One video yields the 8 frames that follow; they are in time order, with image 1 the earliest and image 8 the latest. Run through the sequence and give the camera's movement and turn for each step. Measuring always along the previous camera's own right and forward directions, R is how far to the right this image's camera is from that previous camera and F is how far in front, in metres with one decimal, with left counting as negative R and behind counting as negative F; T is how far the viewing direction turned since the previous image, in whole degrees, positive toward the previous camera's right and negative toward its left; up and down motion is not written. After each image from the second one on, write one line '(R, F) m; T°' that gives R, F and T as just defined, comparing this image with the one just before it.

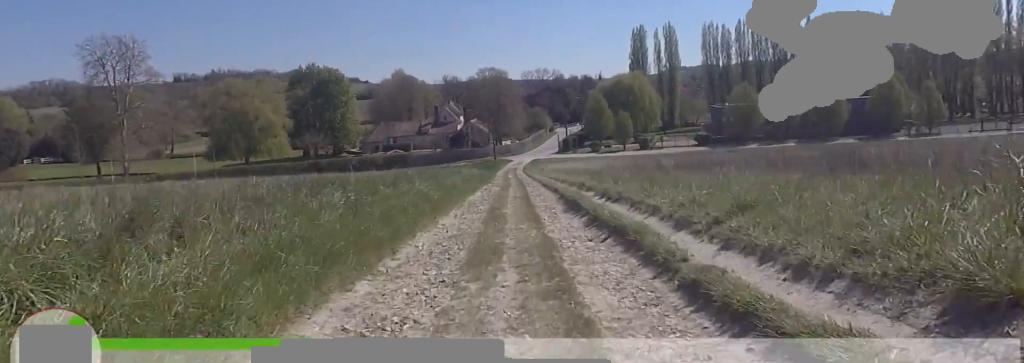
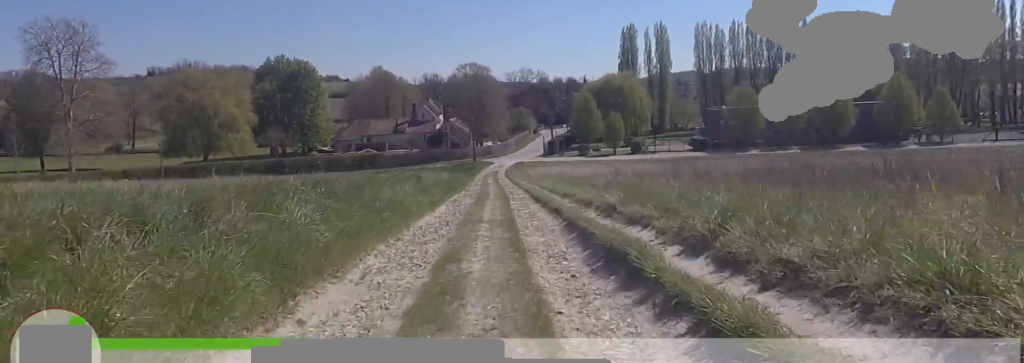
(-0.2, +7.0) m; 0°
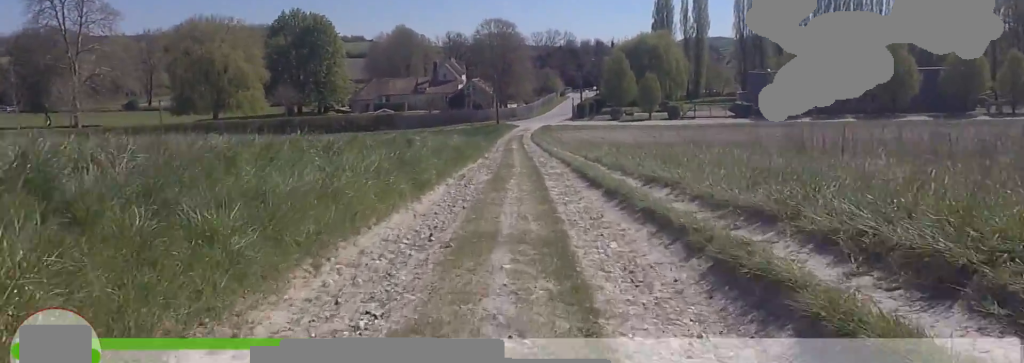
(+0.2, +7.0) m; 0°
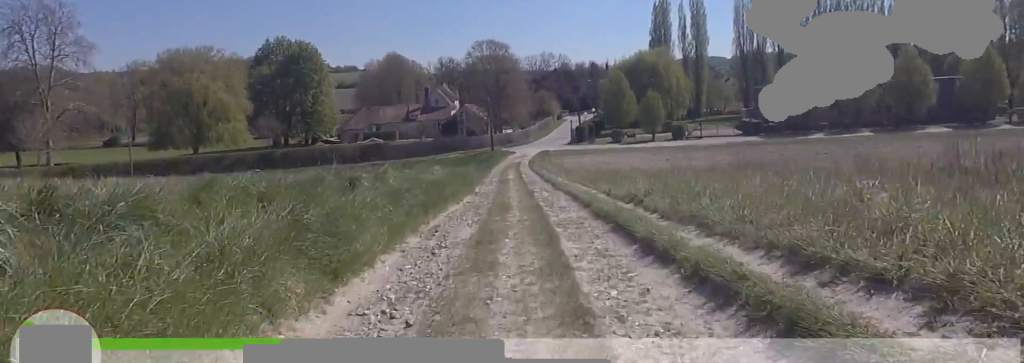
(0.0, +5.1) m; 0°
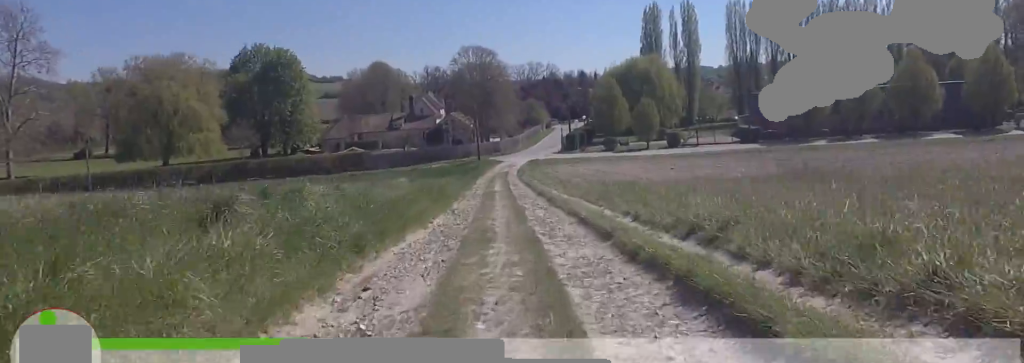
(-0.2, +4.2) m; 0°
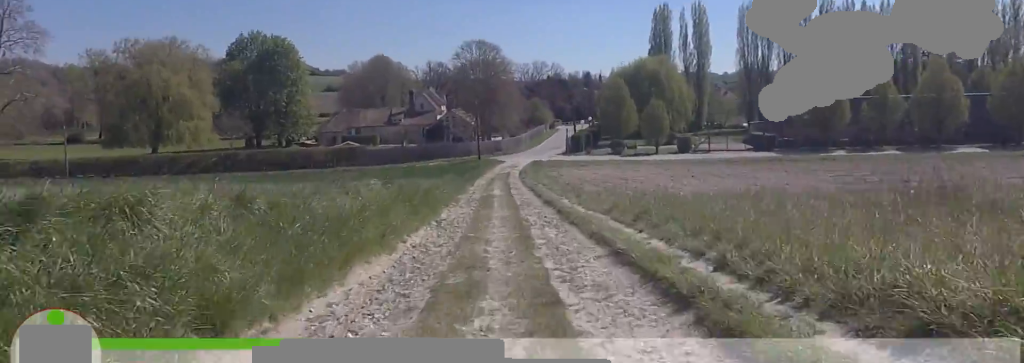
(0.0, +3.7) m; +1°
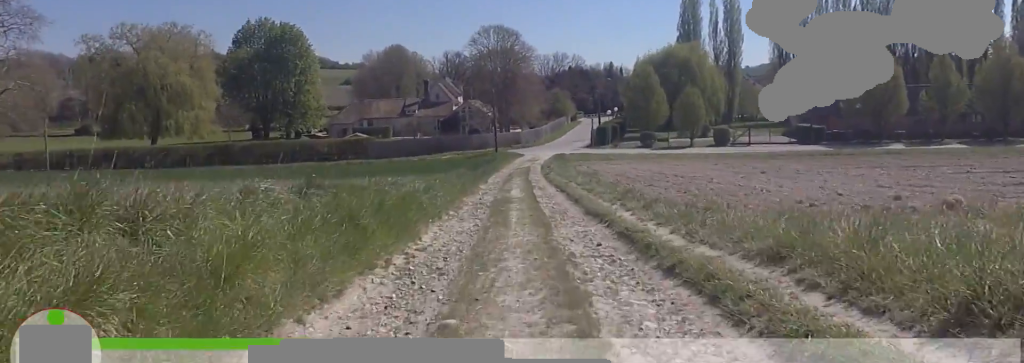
(+0.2, +6.6) m; +1°
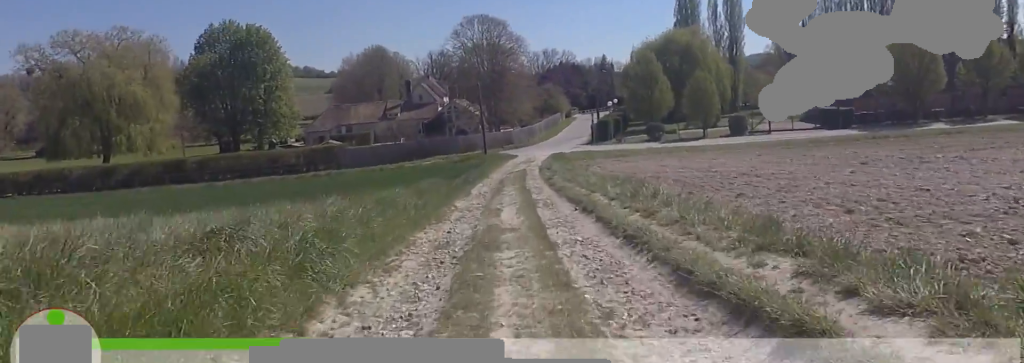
(0.0, +7.9) m; -5°
